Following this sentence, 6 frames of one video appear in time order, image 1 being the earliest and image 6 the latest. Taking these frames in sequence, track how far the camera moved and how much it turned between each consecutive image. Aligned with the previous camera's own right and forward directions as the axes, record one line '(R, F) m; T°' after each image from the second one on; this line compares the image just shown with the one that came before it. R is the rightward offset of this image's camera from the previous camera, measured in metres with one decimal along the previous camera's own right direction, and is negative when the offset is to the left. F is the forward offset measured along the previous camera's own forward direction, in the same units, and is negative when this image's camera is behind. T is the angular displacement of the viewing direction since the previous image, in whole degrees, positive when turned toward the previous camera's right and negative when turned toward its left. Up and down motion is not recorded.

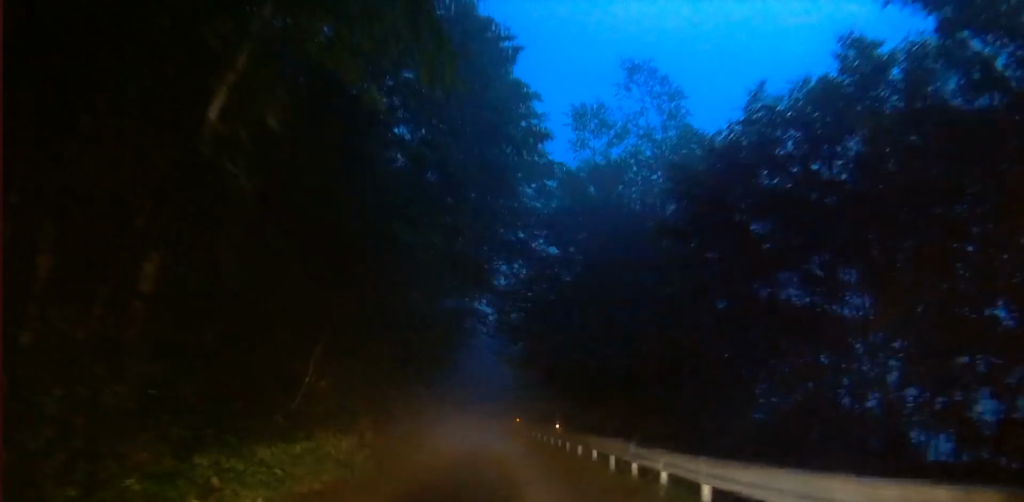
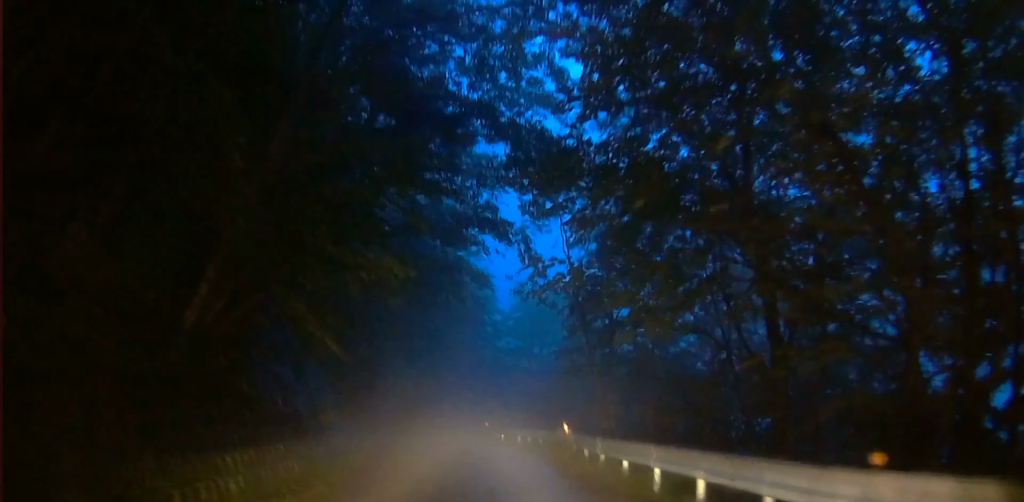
(-0.4, +20.1) m; +1°
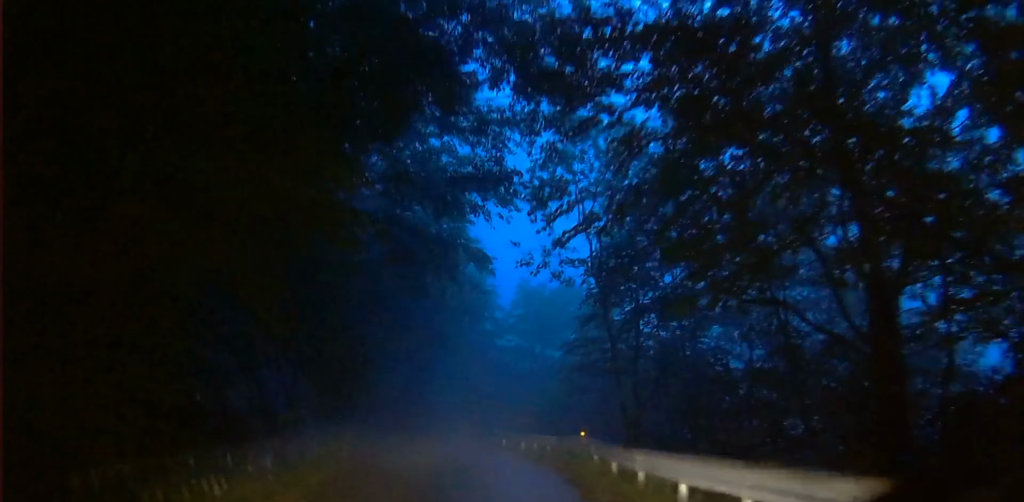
(+0.2, +4.2) m; +2°
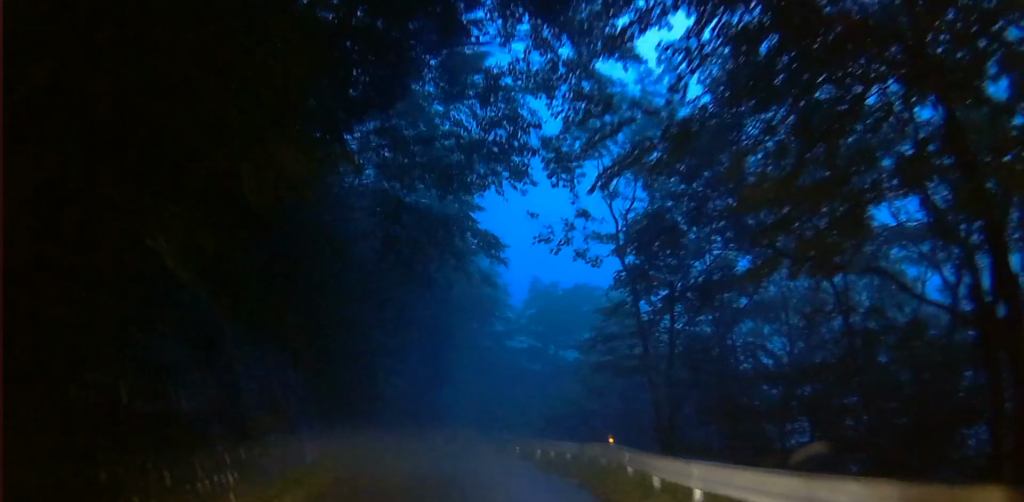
(0.0, +2.6) m; +1°
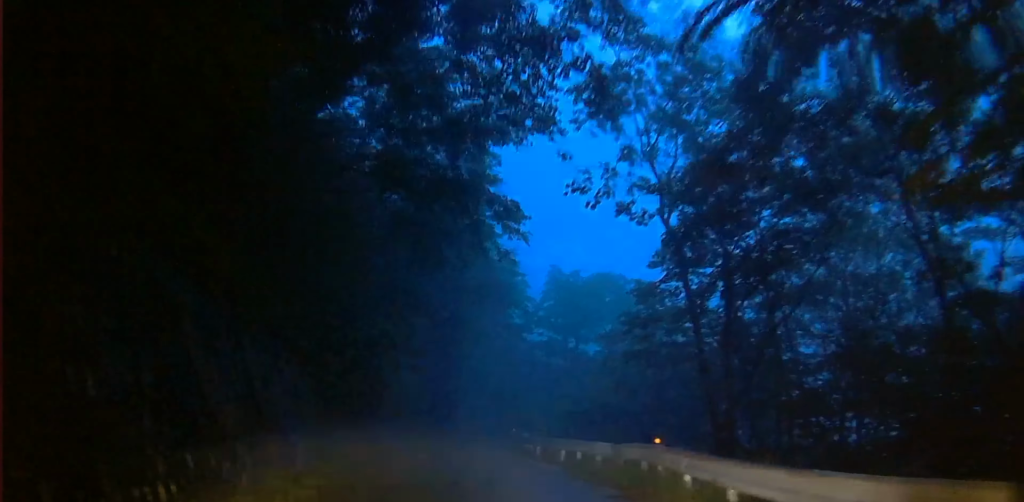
(0.0, +3.1) m; -1°
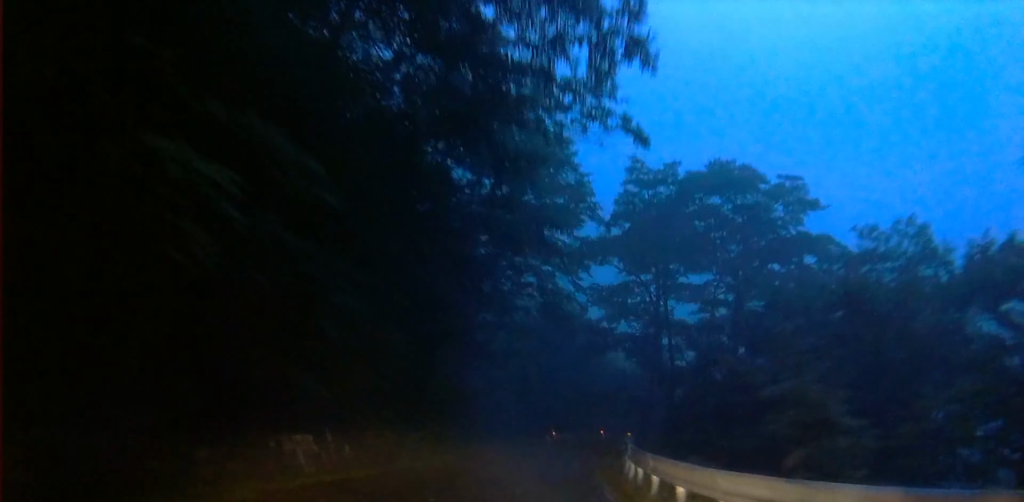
(-2.1, +18.6) m; -8°
